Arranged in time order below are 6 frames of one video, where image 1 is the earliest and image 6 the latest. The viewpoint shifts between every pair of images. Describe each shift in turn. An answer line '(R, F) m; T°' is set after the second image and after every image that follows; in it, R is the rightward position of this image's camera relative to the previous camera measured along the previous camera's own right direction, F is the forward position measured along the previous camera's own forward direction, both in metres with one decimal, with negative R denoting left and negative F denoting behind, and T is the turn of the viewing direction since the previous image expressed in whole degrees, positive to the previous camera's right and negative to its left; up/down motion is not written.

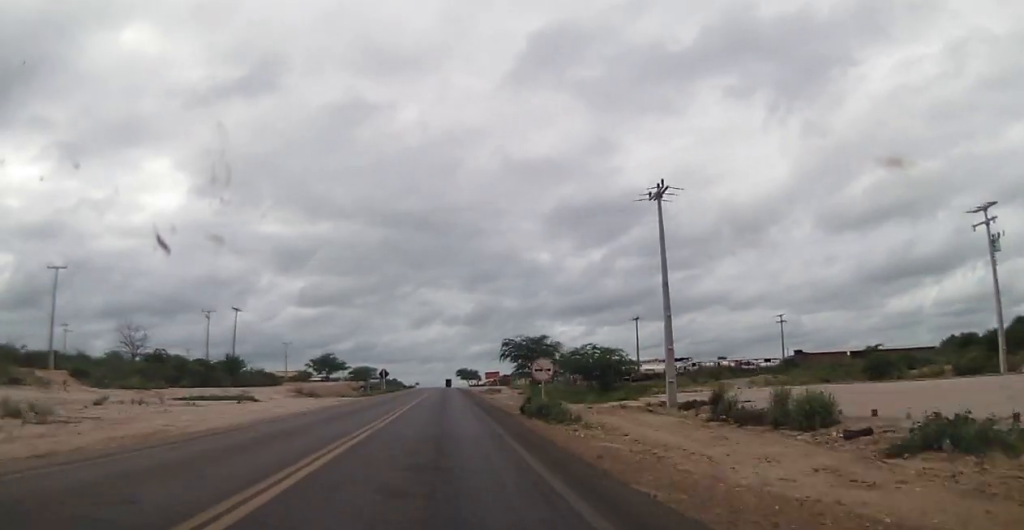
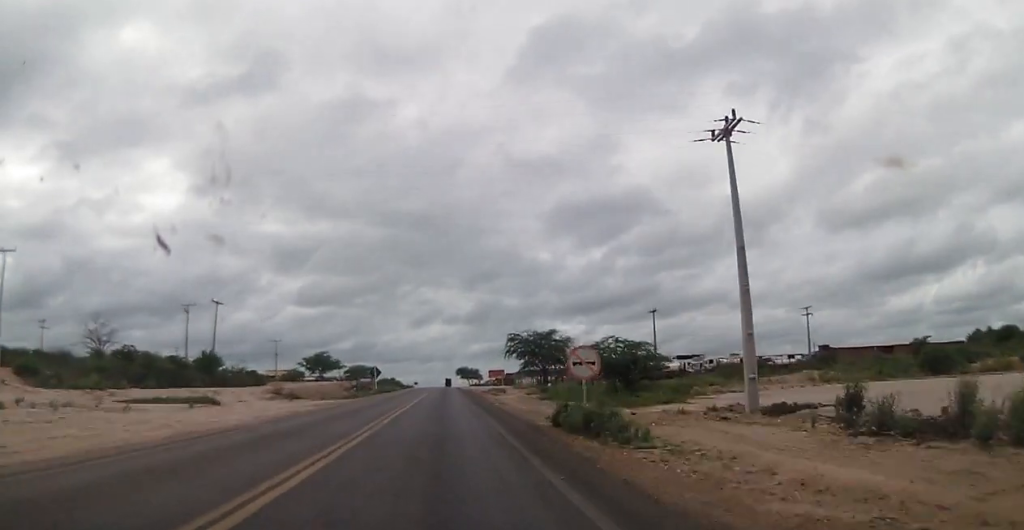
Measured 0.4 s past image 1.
(0.0, +8.8) m; 0°
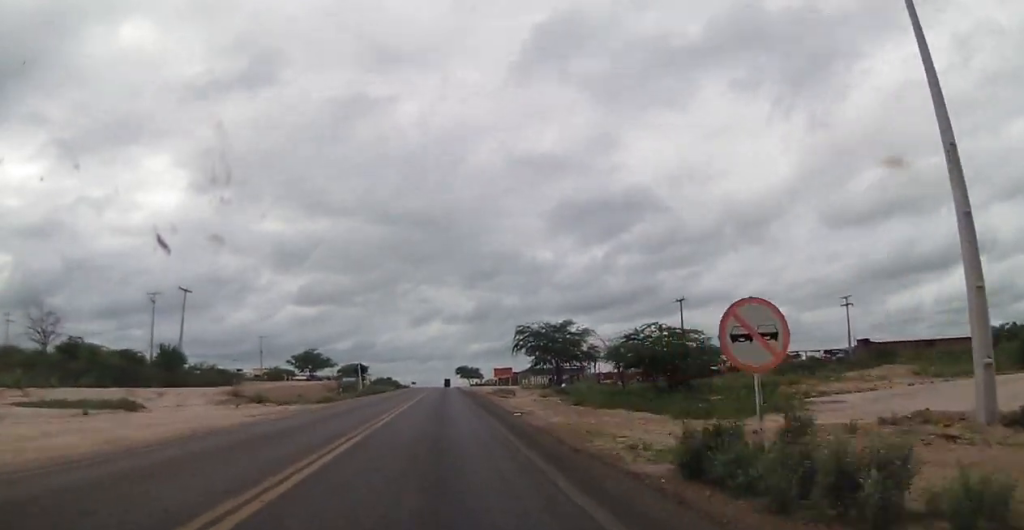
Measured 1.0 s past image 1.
(0.0, +11.8) m; 0°
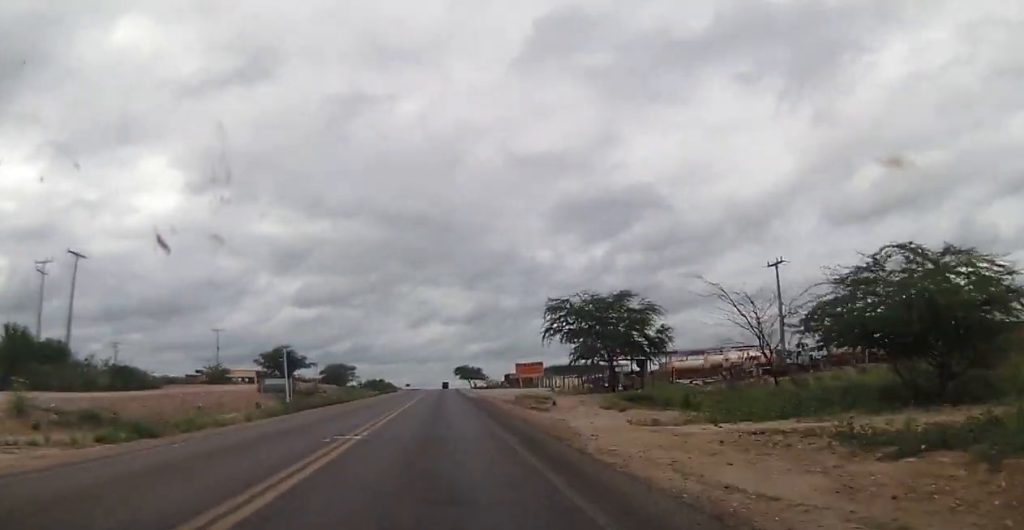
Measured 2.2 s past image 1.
(-0.1, +26.2) m; -1°
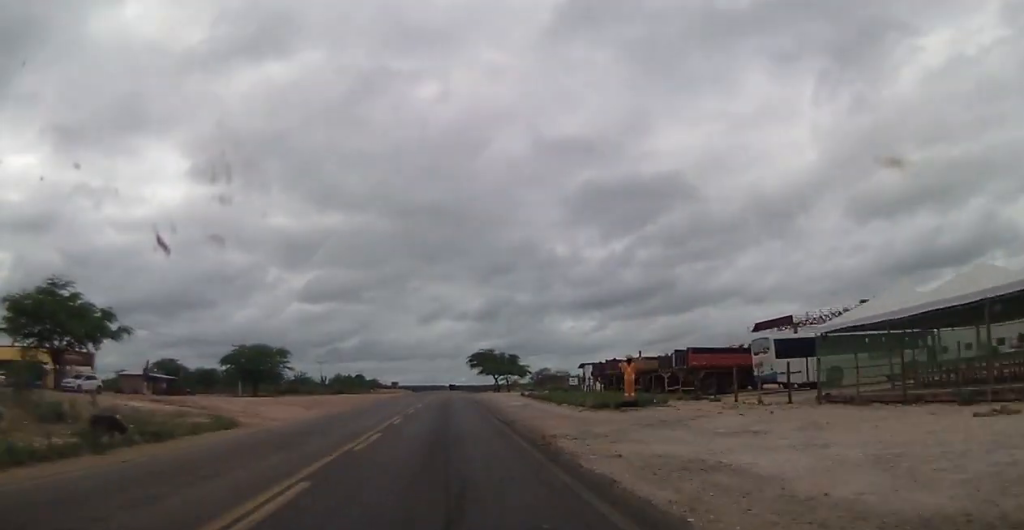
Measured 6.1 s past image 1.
(+0.7, +84.9) m; +1°
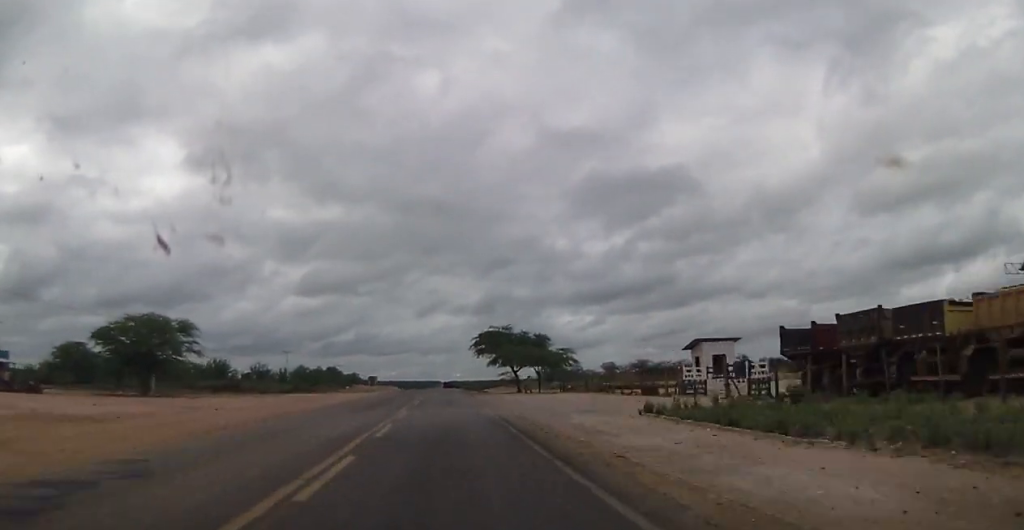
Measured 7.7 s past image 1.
(-0.7, +36.3) m; -2°
